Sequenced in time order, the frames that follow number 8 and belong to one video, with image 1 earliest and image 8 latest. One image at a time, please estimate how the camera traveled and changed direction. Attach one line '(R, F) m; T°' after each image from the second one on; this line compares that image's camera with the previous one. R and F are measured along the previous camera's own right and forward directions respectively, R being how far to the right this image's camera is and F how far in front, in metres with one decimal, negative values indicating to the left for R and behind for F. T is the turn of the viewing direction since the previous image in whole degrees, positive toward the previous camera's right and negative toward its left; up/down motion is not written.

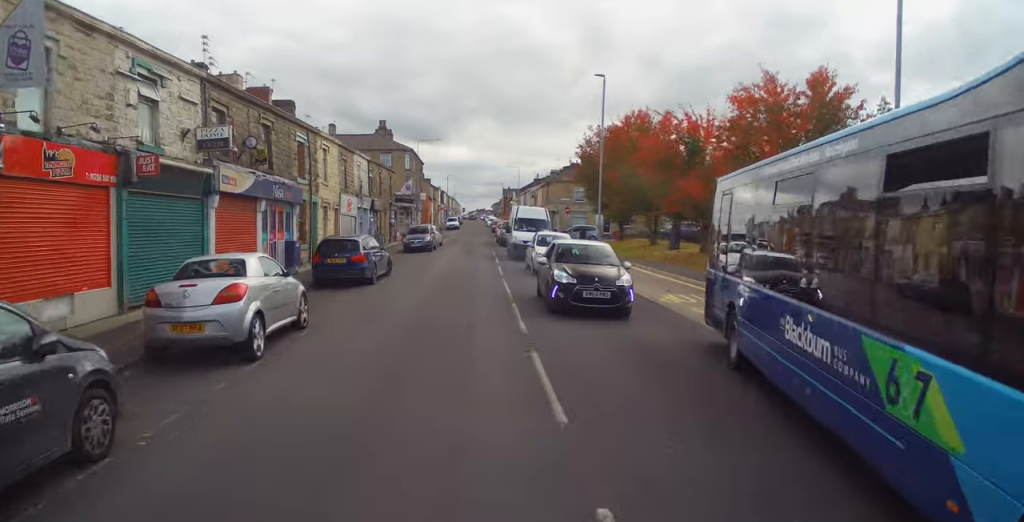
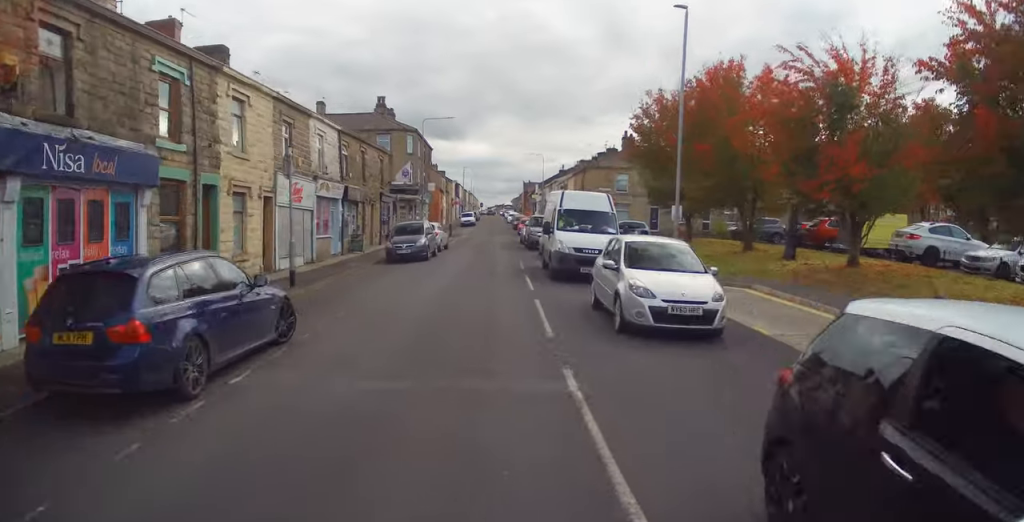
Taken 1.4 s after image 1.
(+0.4, +11.7) m; +3°
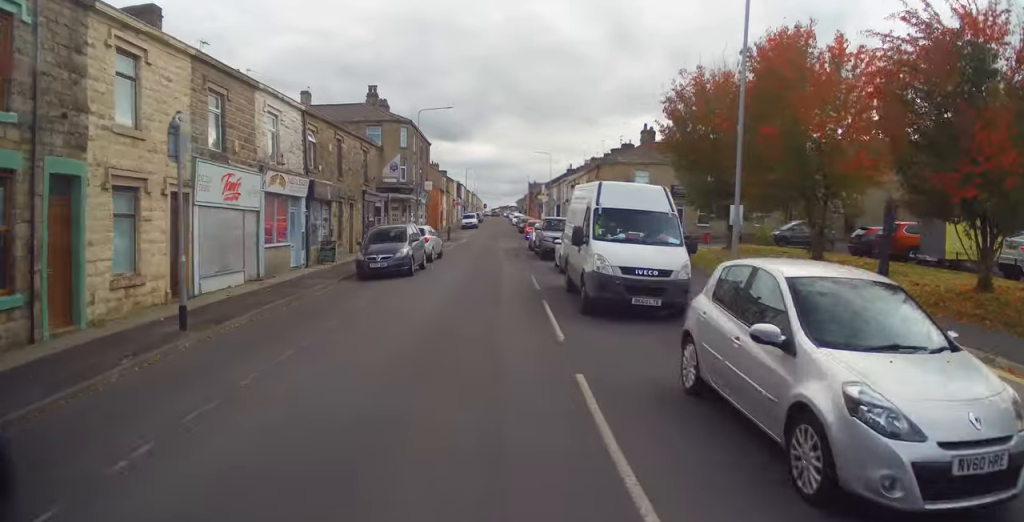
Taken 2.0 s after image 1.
(+0.1, +5.6) m; 0°
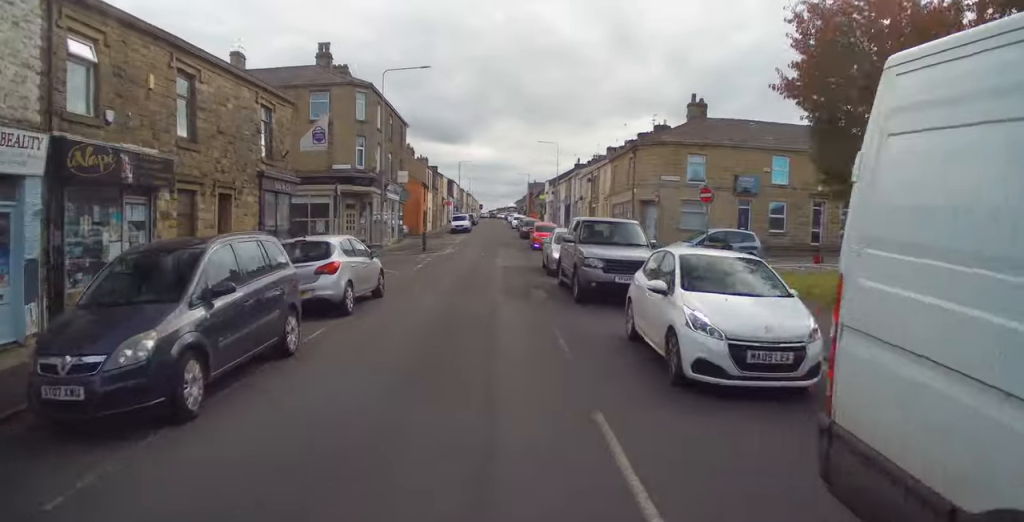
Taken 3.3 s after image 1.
(-0.2, +13.4) m; -1°
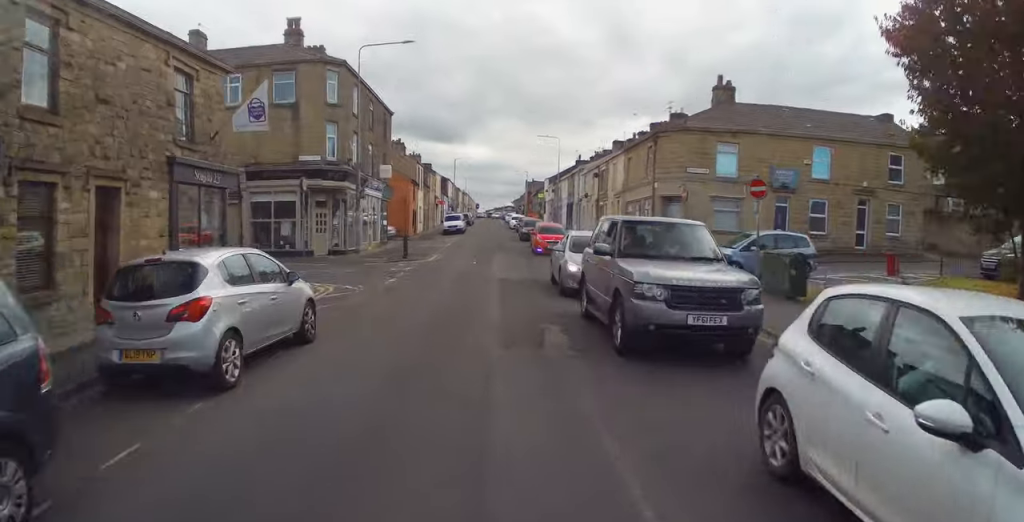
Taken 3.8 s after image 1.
(0.0, +5.2) m; 0°
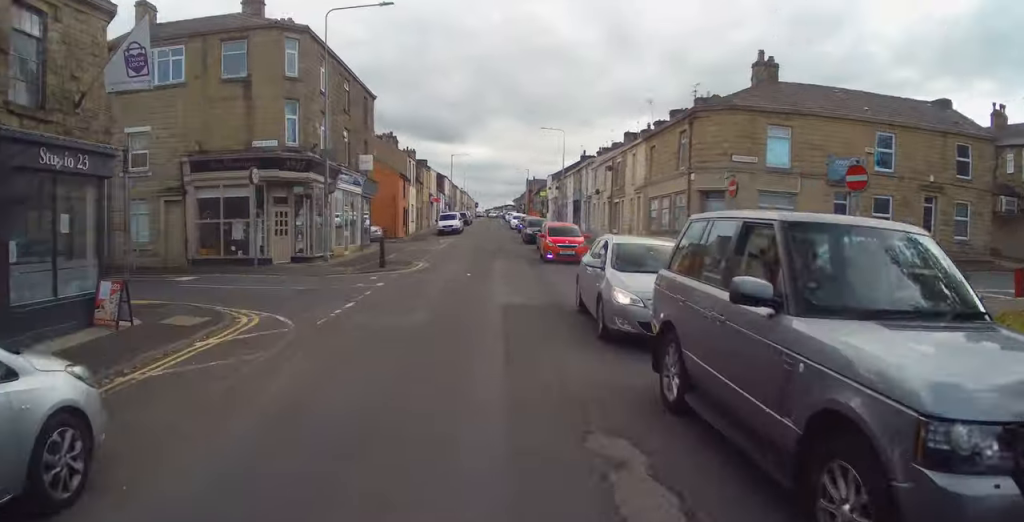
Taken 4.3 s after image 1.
(0.0, +5.7) m; 0°
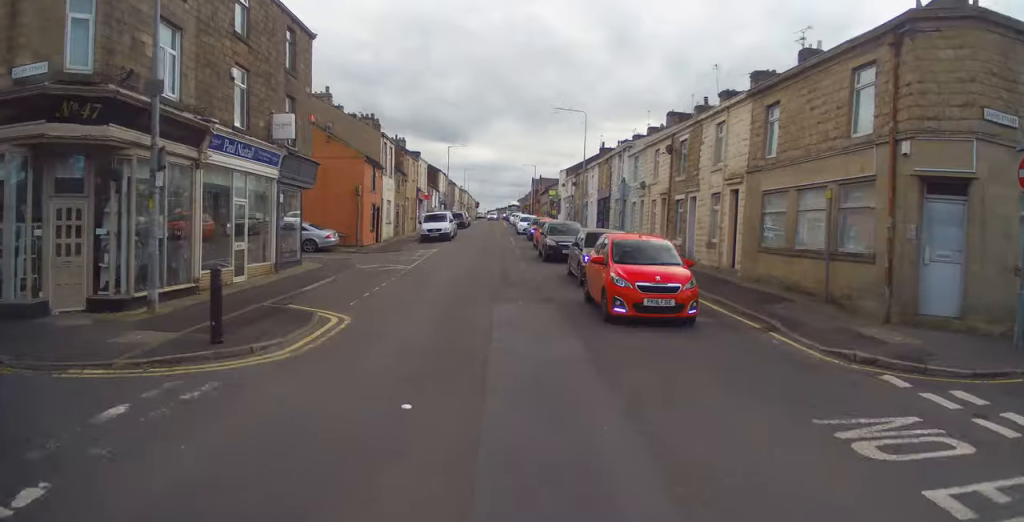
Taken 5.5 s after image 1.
(0.0, +13.0) m; +1°
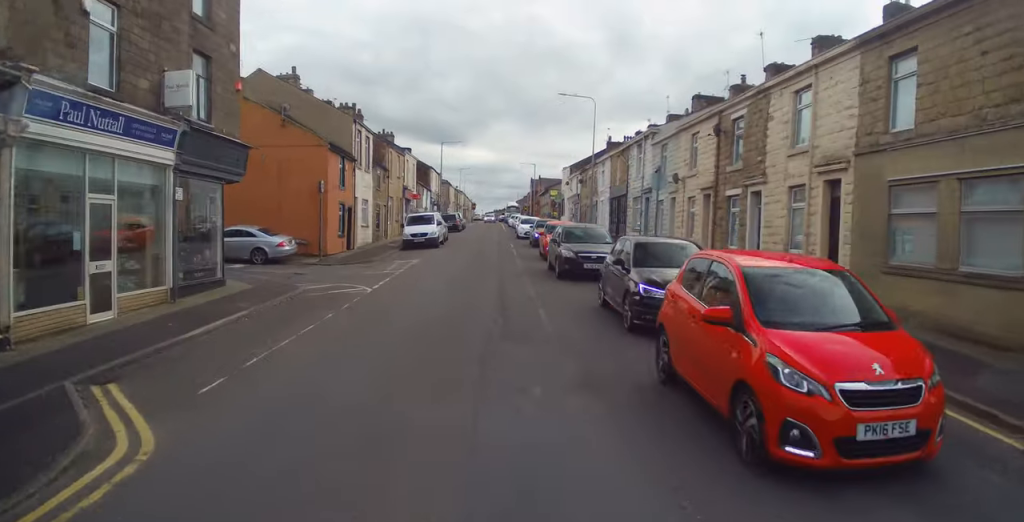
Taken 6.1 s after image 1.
(0.0, +6.3) m; +1°
